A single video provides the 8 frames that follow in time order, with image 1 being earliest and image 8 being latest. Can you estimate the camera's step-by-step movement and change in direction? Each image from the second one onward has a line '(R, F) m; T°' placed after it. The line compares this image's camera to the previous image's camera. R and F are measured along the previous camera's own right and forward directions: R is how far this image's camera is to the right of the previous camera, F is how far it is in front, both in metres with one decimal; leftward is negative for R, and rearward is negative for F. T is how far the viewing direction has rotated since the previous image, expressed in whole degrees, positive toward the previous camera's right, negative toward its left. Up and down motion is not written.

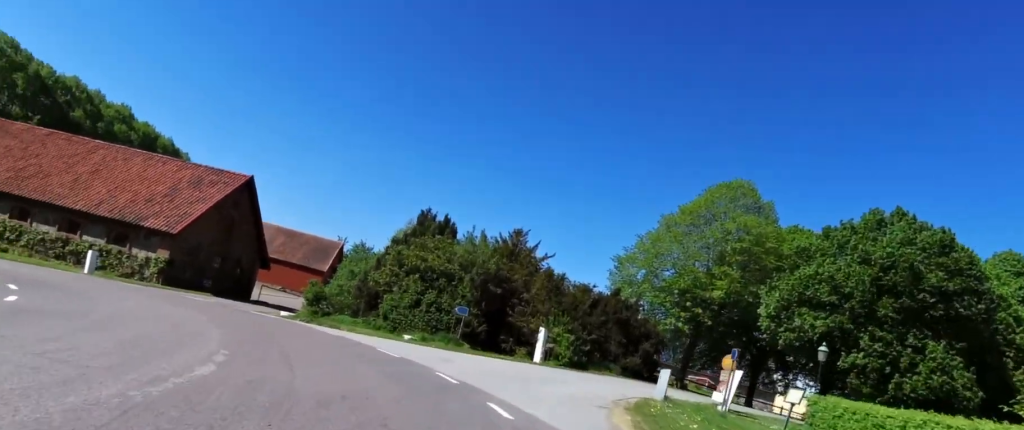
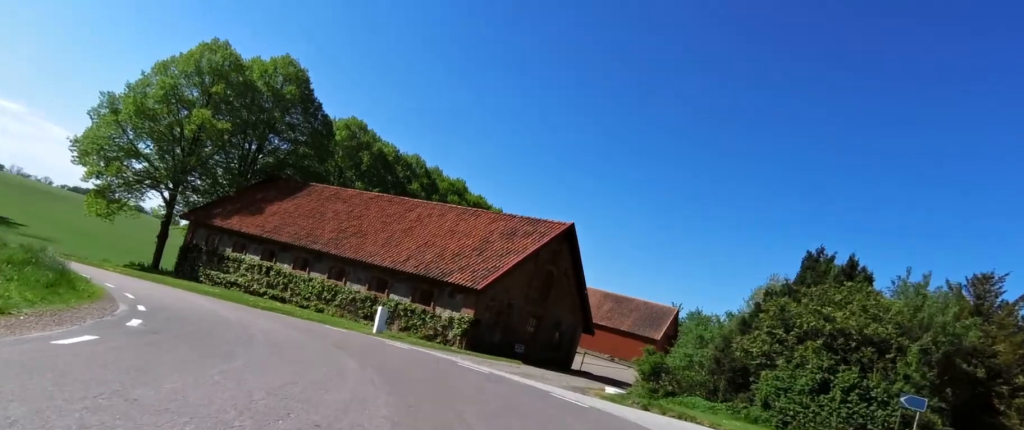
(-1.9, +9.7) m; -24°
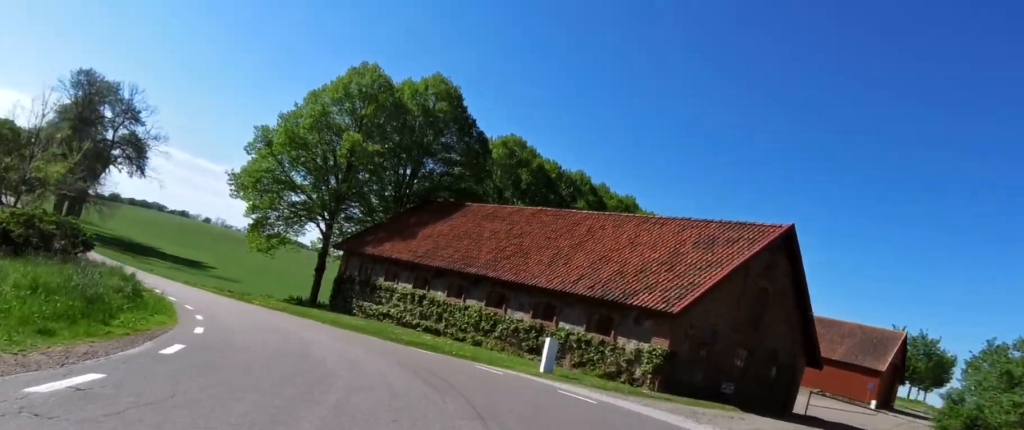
(-0.9, +5.3) m; -15°
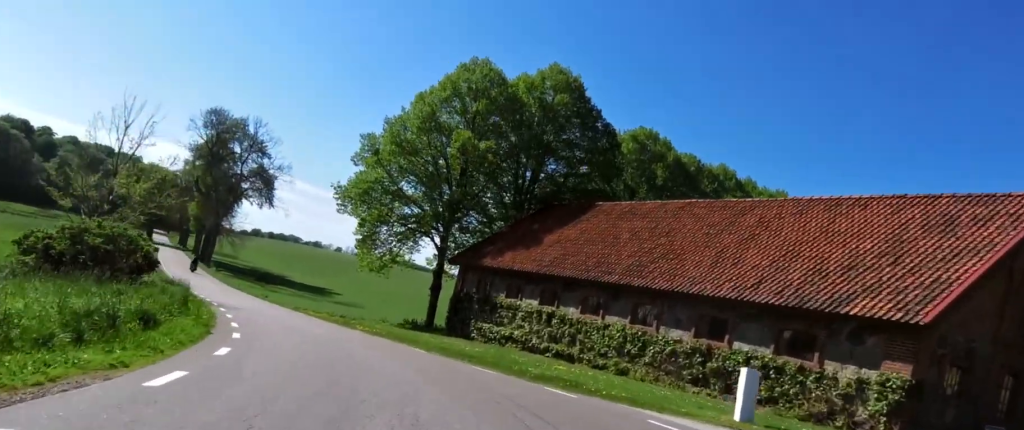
(-0.6, +4.9) m; -13°
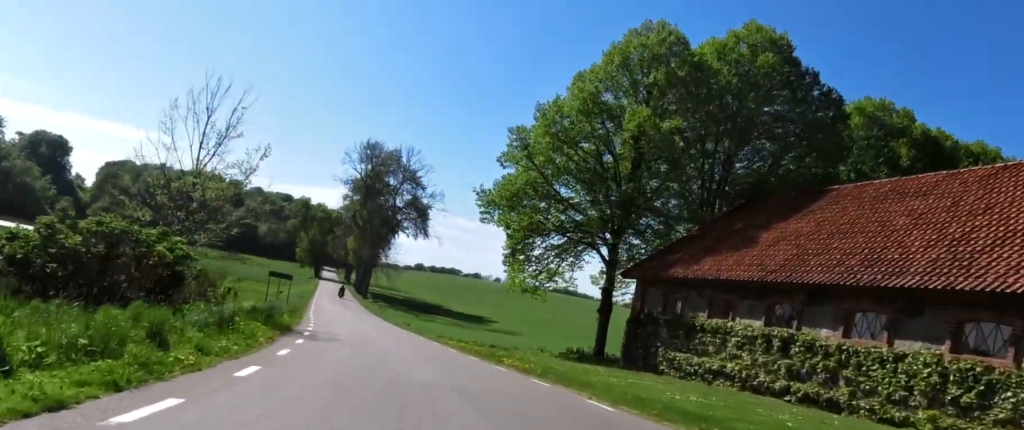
(-0.7, +7.3) m; -15°
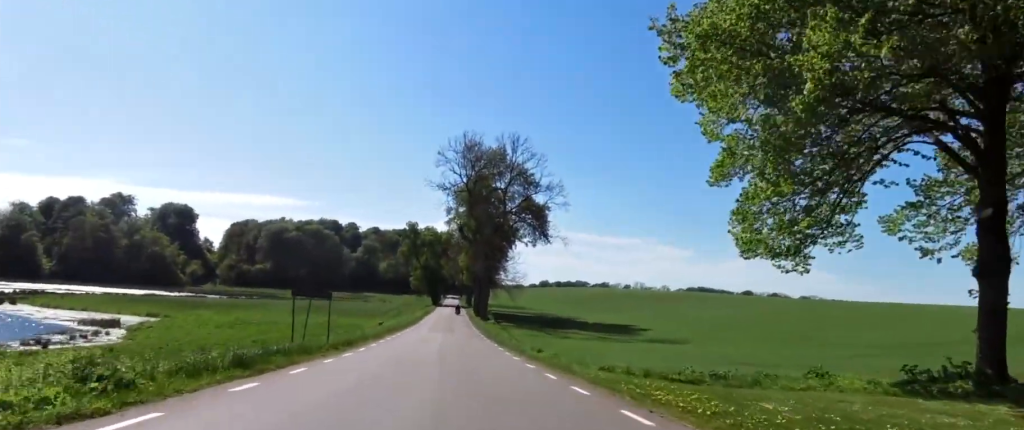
(-2.8, +17.5) m; -9°
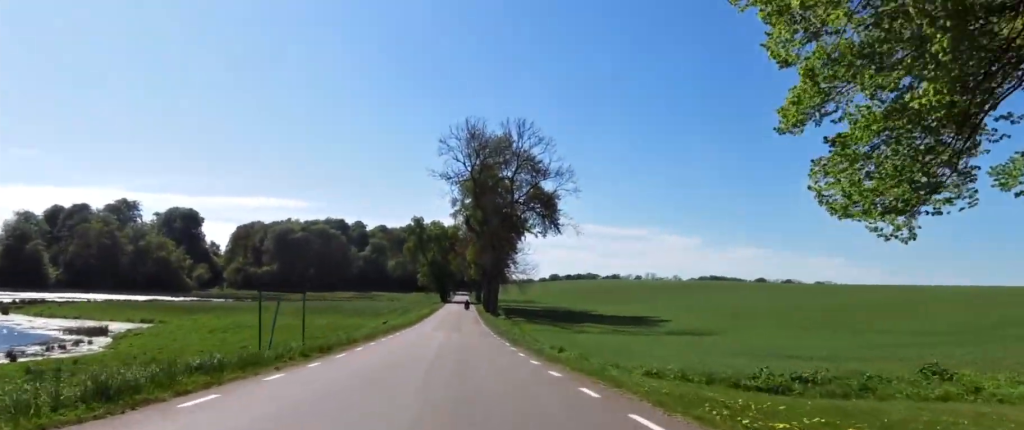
(0.0, +4.3) m; 0°
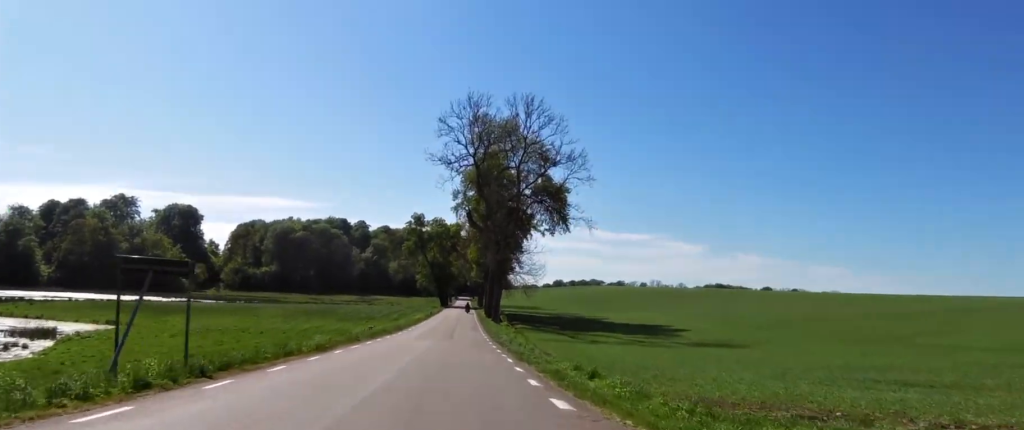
(0.0, +7.3) m; 0°
